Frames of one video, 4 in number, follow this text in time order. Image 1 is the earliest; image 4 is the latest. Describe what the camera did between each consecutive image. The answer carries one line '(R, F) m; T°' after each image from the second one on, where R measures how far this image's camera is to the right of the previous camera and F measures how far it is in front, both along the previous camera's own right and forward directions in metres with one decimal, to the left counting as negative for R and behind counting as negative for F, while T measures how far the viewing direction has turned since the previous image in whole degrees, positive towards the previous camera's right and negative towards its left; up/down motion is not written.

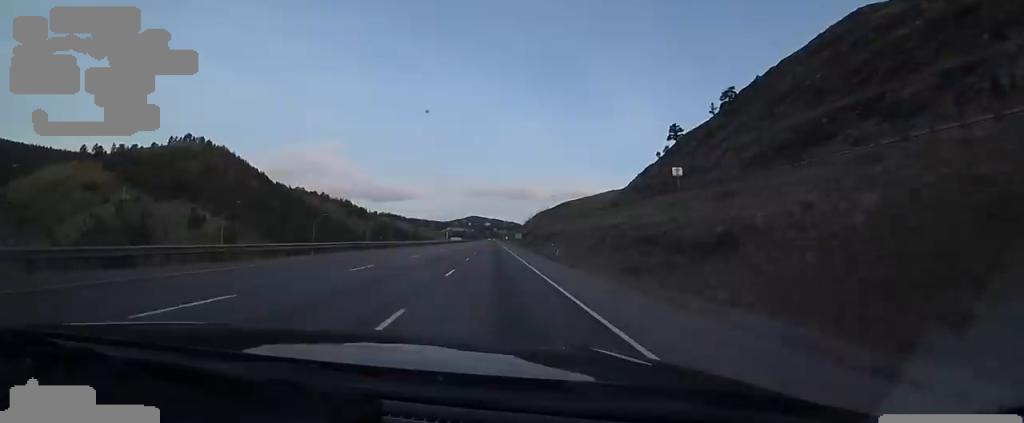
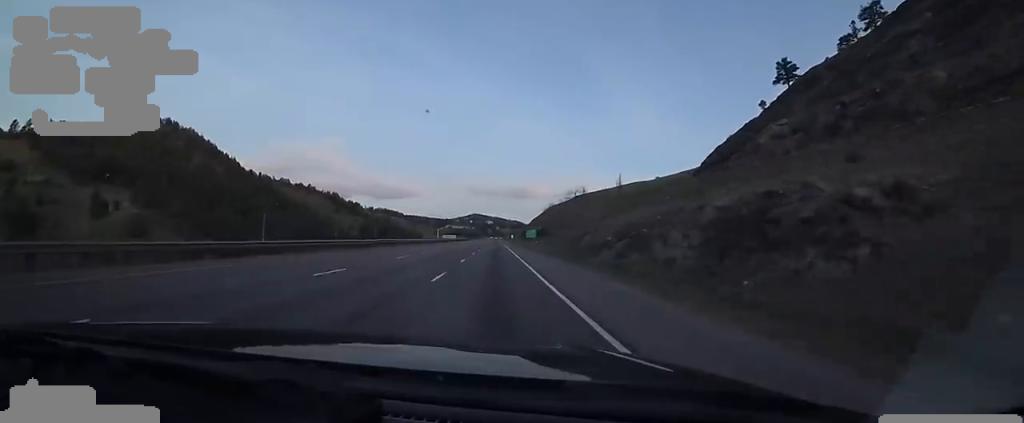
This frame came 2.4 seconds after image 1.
(-3.0, +78.0) m; -2°
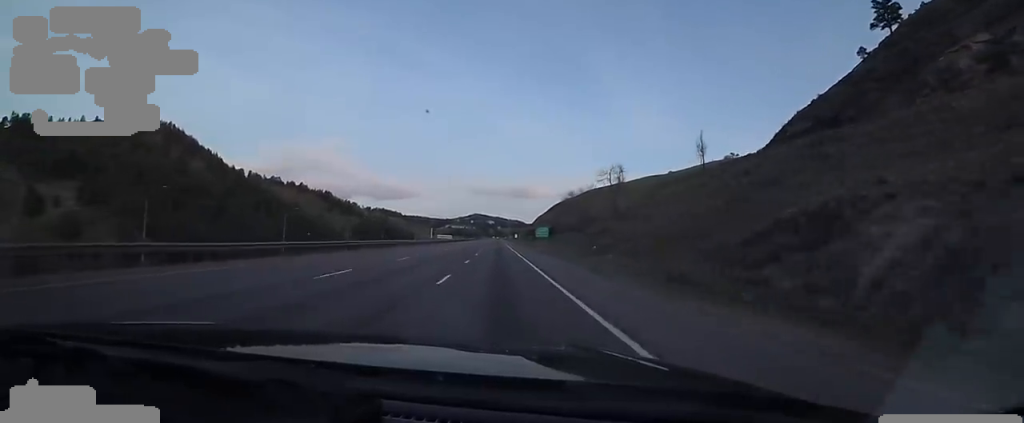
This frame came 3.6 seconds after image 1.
(0.0, +36.9) m; 0°
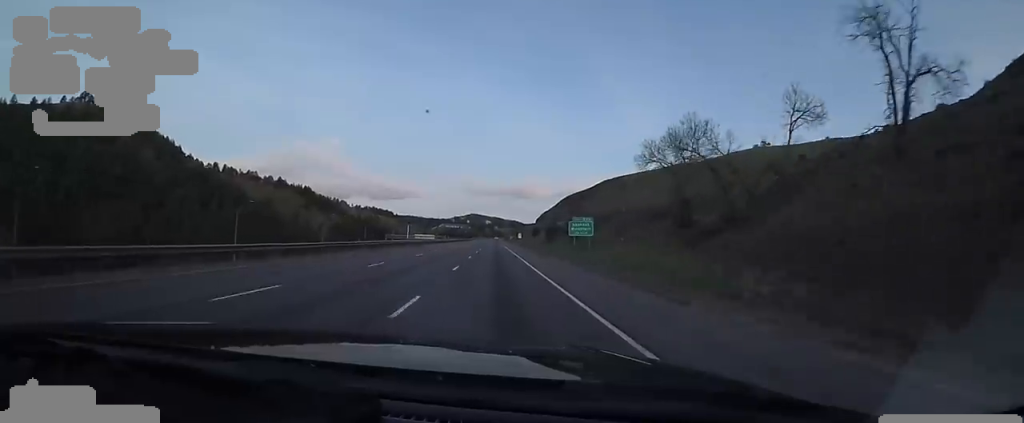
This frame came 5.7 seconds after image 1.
(+2.7, +66.2) m; +3°
